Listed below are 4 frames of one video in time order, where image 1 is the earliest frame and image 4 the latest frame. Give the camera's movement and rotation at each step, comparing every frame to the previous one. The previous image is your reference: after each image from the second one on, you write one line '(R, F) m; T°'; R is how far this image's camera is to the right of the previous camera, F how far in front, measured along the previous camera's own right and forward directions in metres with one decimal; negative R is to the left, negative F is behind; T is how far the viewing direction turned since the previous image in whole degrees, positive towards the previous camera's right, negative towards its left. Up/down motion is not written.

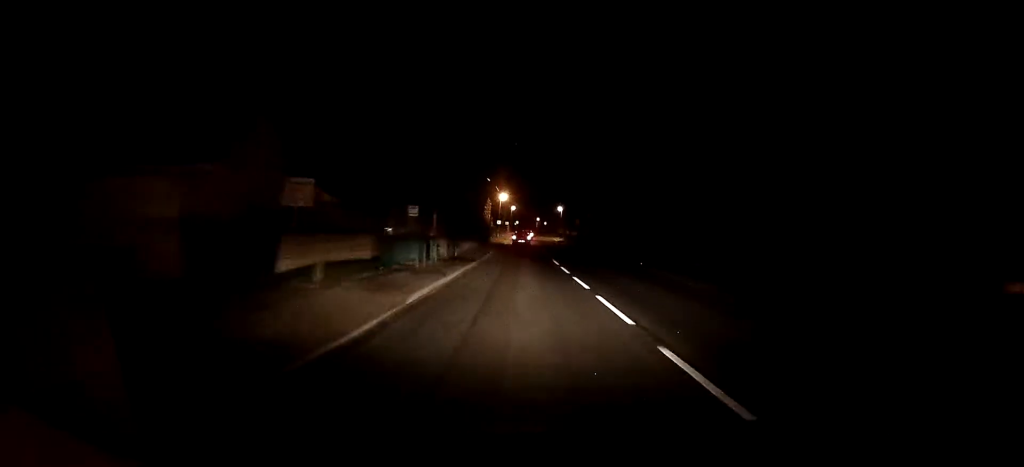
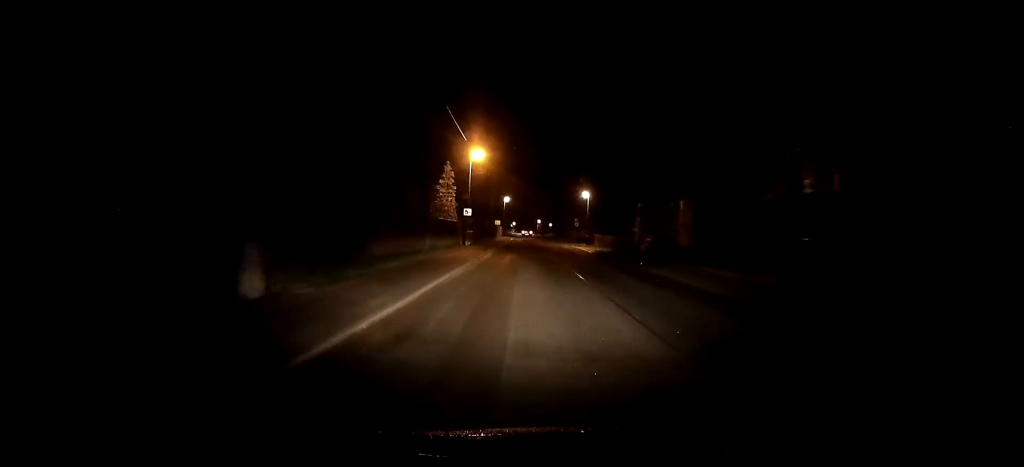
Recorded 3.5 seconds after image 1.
(-0.5, +47.5) m; -1°
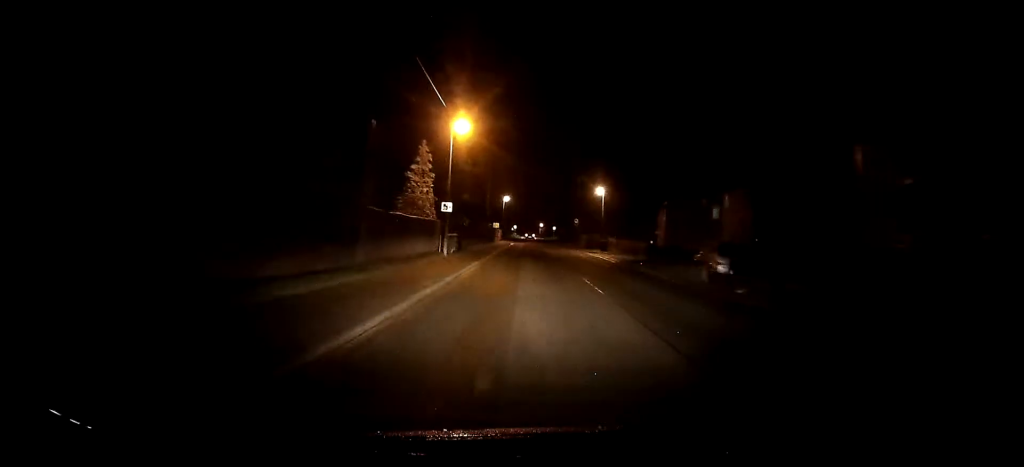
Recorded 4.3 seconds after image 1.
(-0.1, +11.0) m; 0°
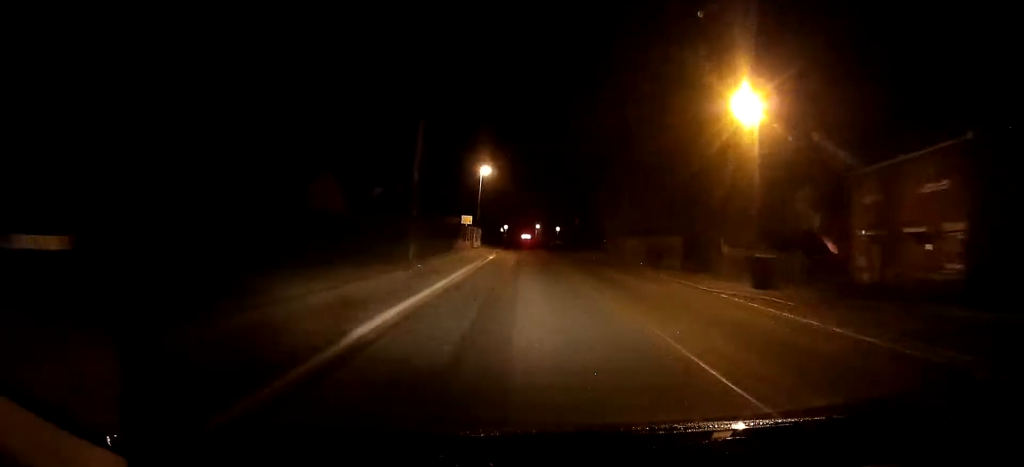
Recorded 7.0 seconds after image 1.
(+0.2, +37.4) m; +1°
